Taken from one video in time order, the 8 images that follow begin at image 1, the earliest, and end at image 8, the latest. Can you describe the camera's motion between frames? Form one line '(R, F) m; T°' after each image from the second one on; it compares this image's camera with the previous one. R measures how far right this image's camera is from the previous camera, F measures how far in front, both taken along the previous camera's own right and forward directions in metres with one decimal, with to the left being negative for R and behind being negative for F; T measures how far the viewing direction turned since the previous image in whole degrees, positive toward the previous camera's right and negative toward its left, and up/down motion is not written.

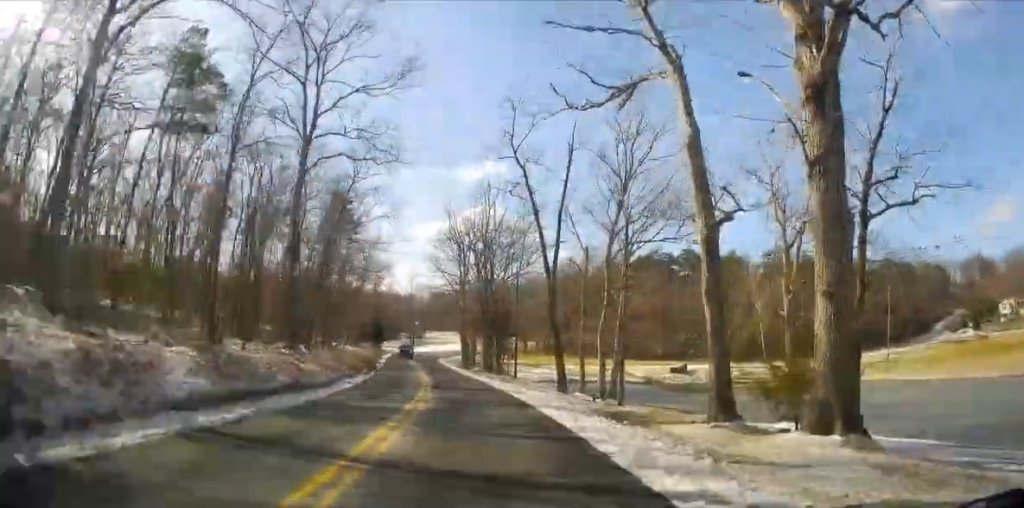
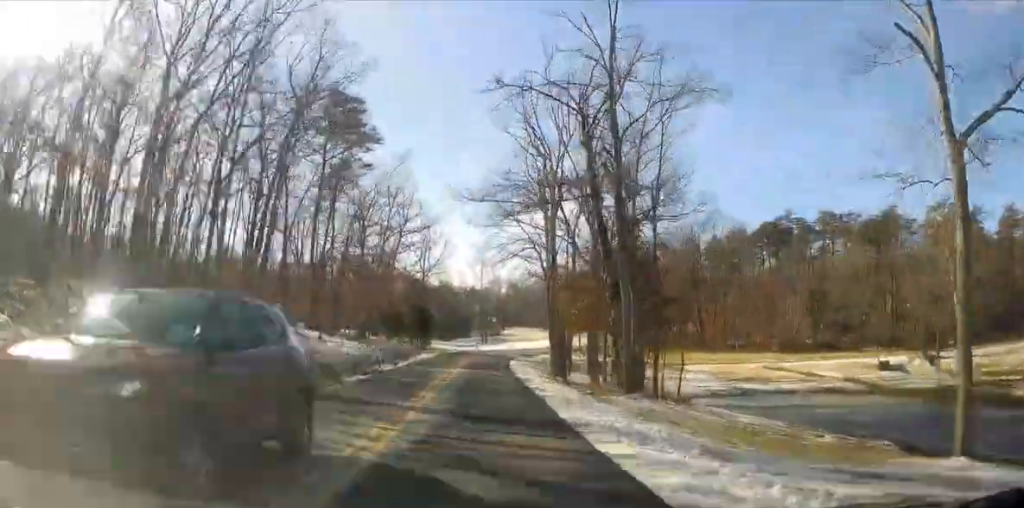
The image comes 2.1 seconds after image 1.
(-2.2, +33.7) m; -5°
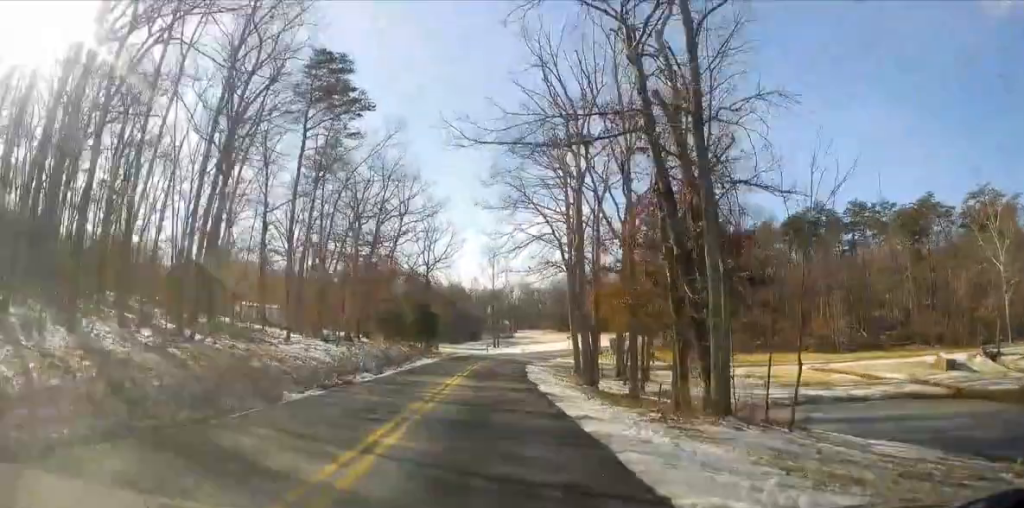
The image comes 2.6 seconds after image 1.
(0.0, +7.6) m; 0°
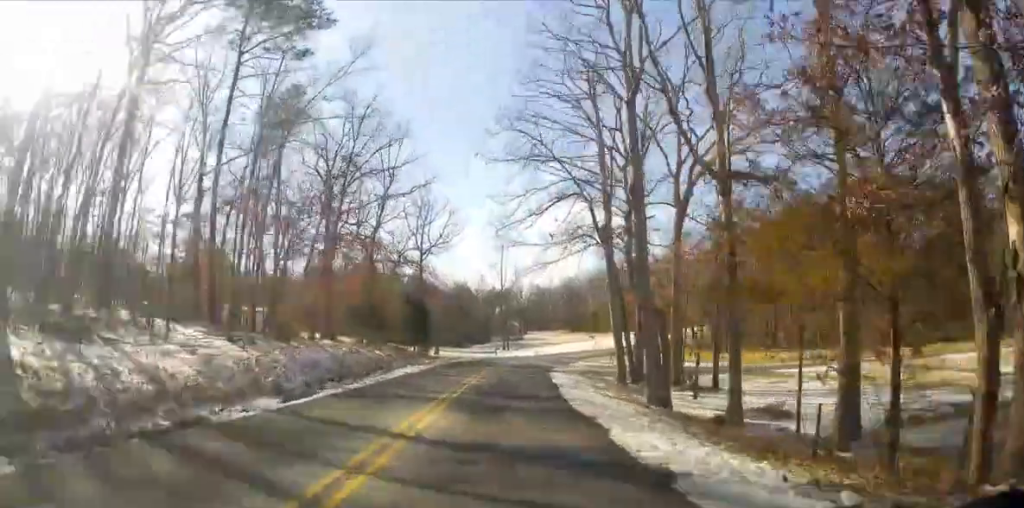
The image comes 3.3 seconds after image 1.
(0.0, +12.0) m; 0°
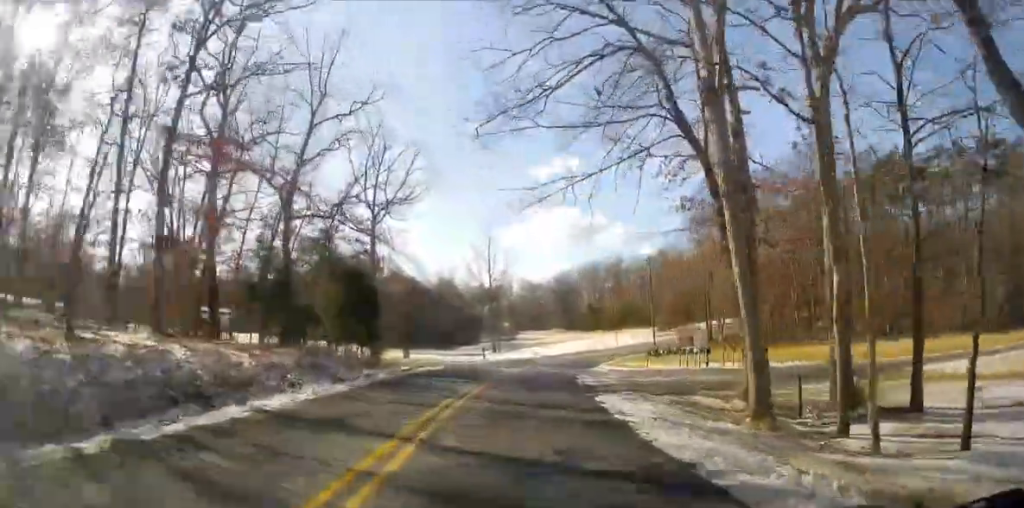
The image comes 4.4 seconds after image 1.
(0.0, +16.9) m; -1°
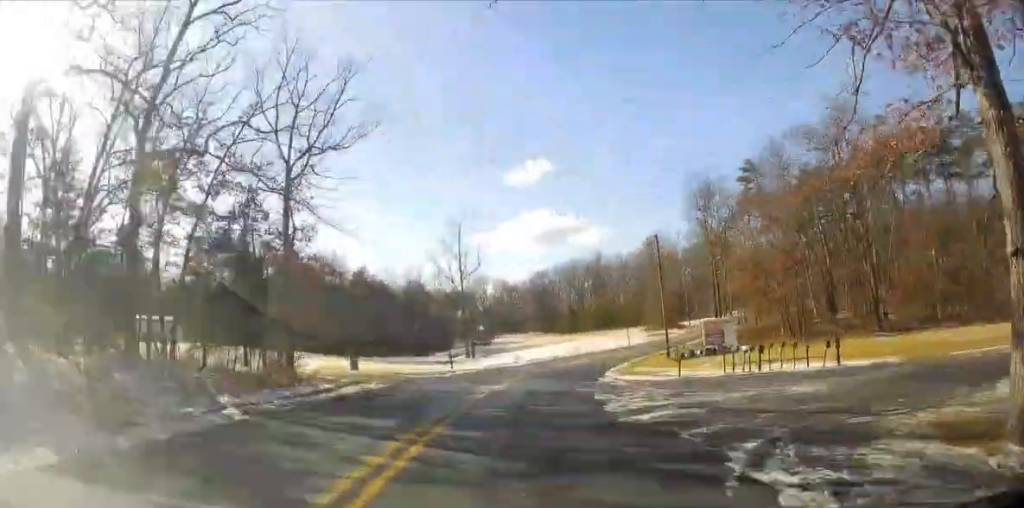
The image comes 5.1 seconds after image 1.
(-0.2, +11.9) m; +3°
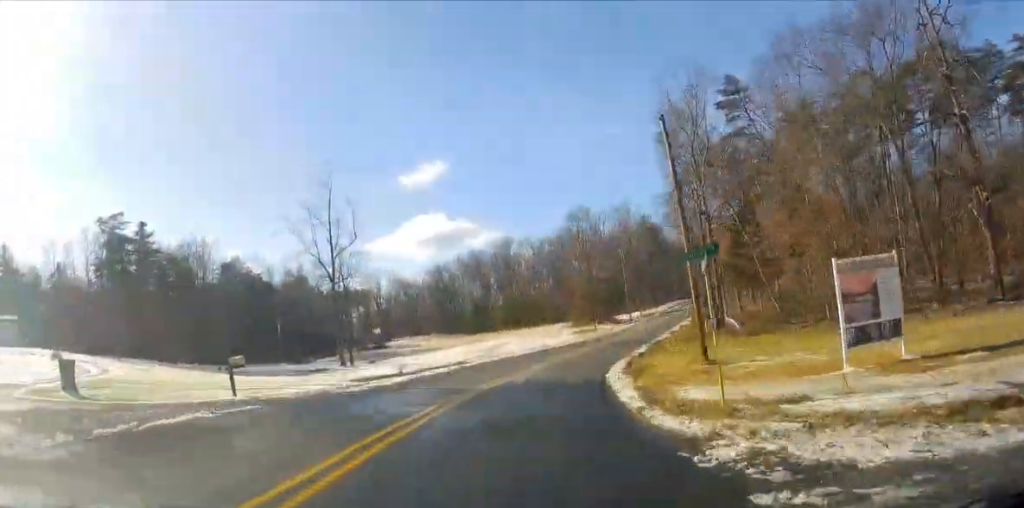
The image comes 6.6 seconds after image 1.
(+2.1, +24.0) m; +10°
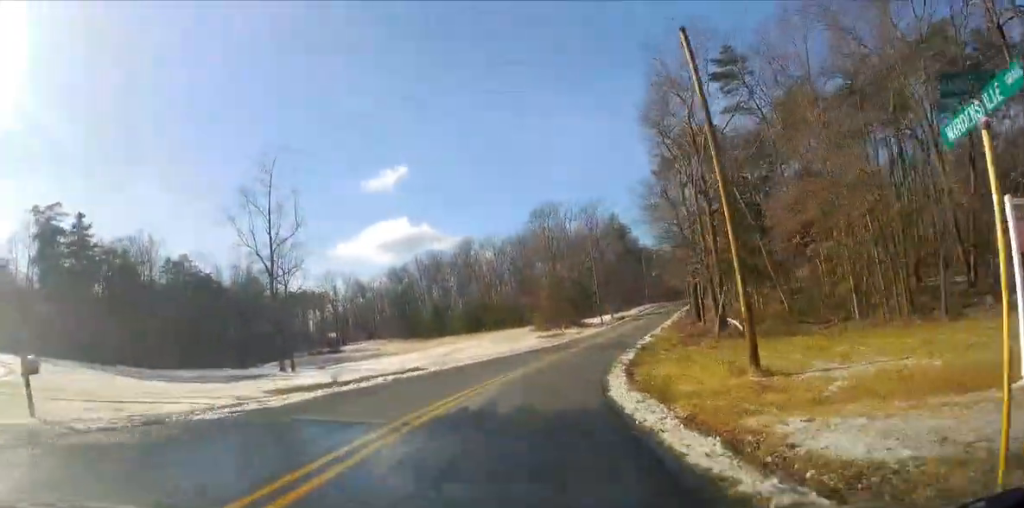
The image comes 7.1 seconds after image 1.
(+0.1, +7.6) m; +2°
